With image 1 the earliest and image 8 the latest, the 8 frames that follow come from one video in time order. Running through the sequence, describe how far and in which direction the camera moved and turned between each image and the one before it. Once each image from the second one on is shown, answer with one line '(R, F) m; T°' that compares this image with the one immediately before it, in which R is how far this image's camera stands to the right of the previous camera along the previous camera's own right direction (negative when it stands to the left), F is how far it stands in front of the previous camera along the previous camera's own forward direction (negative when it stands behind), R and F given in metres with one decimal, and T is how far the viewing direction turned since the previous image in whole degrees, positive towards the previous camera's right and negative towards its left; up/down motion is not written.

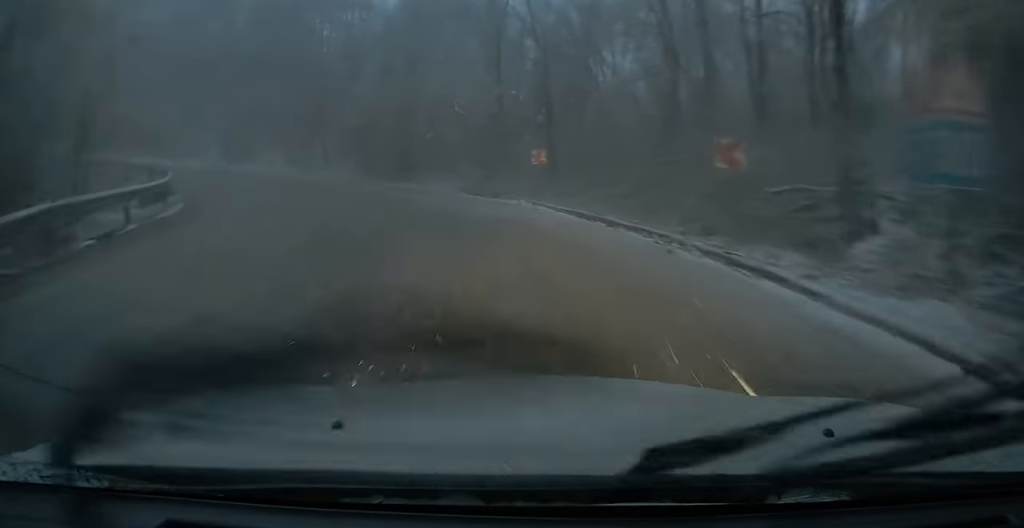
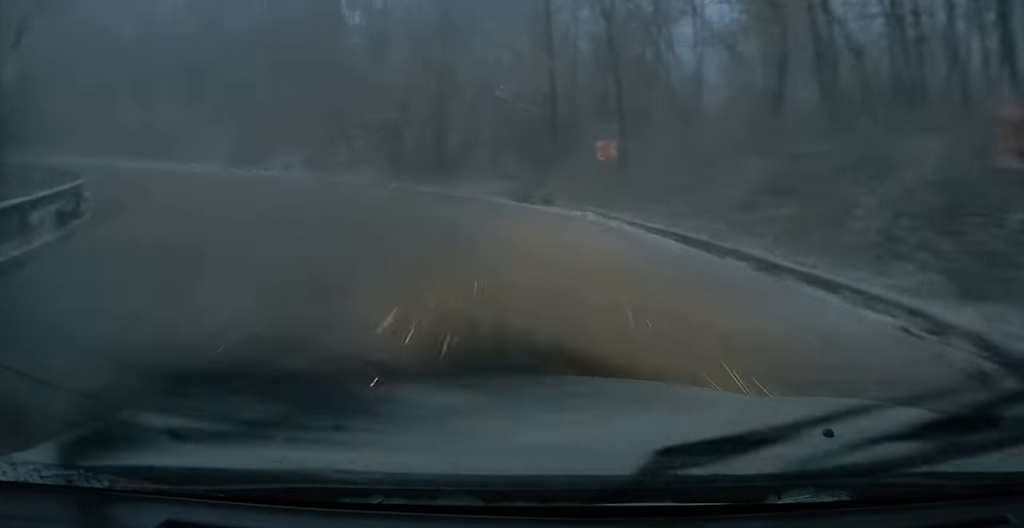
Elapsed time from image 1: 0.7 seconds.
(-0.3, +6.0) m; -8°
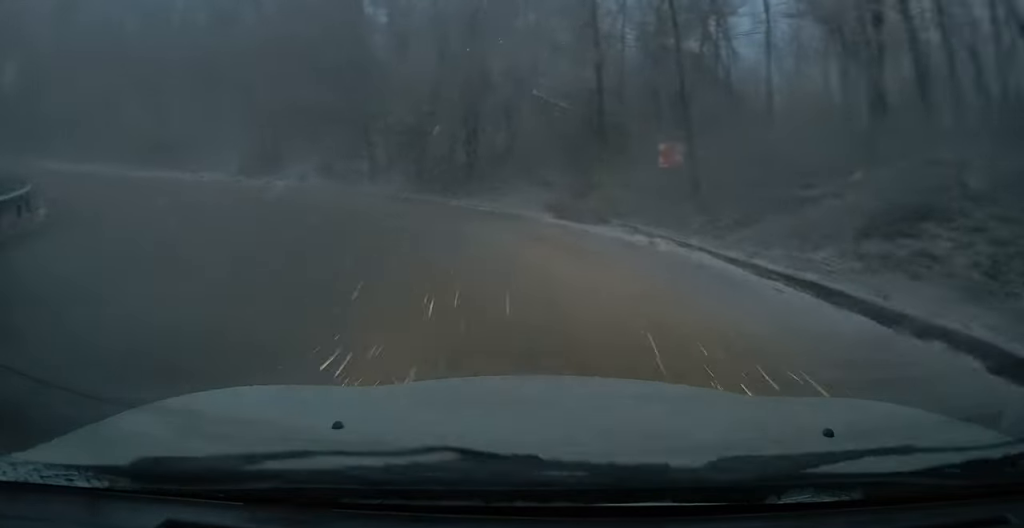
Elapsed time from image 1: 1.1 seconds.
(-0.4, +3.4) m; -6°
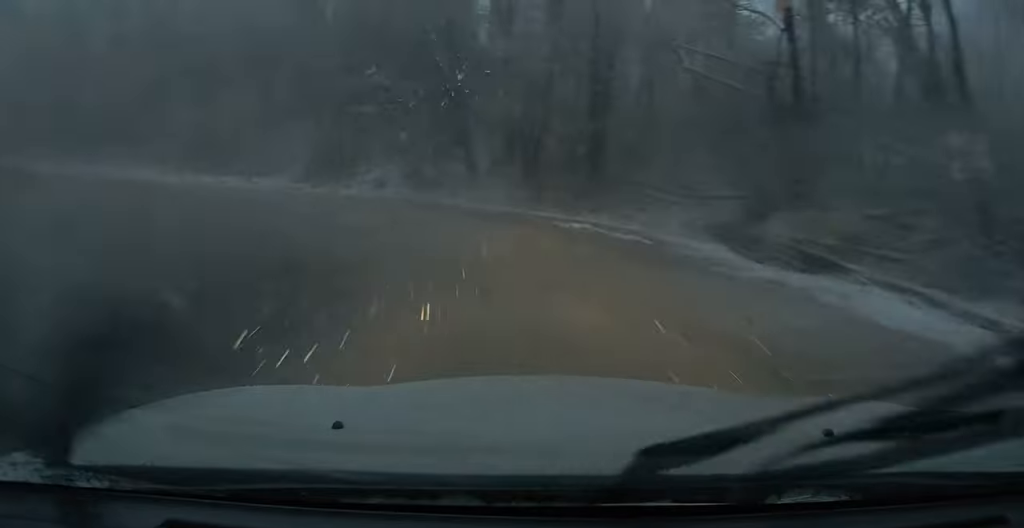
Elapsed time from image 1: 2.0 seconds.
(-0.8, +6.8) m; -11°
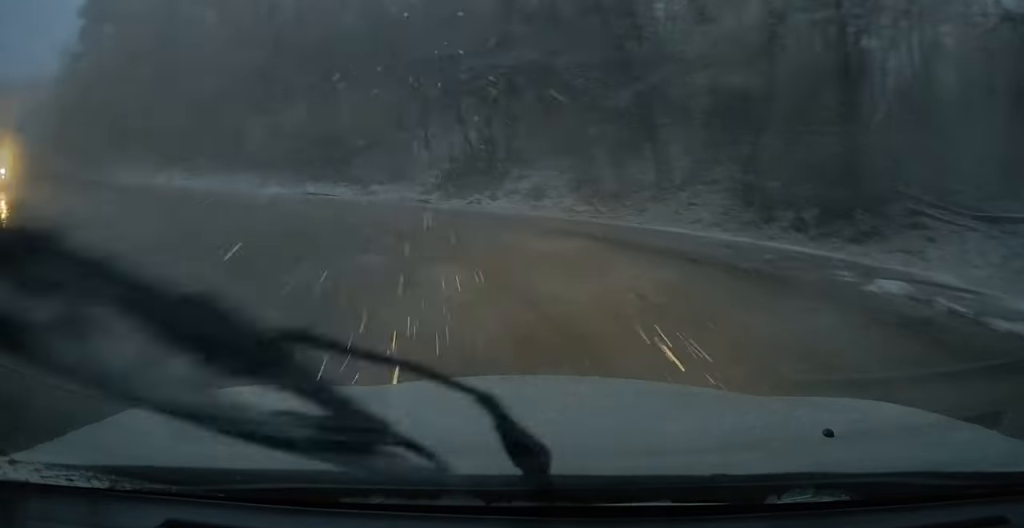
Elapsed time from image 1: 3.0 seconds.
(-0.6, +7.3) m; -7°
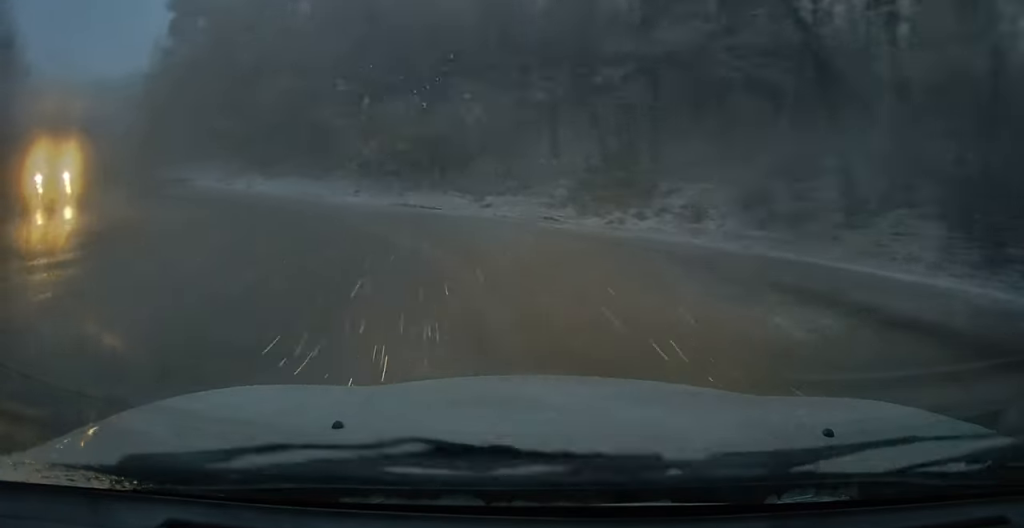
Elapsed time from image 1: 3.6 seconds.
(+0.5, +4.3) m; -7°
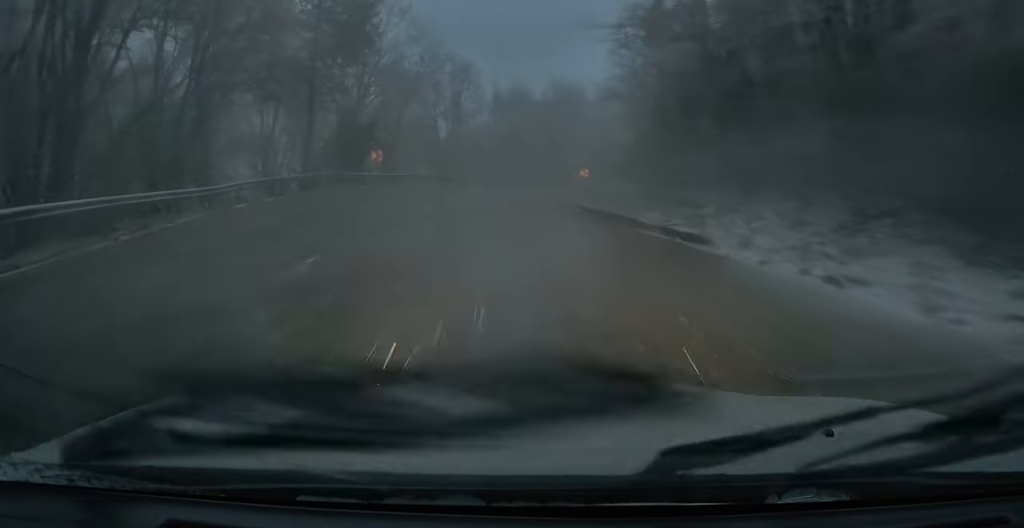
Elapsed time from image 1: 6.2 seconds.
(-10.3, +21.1) m; -42°
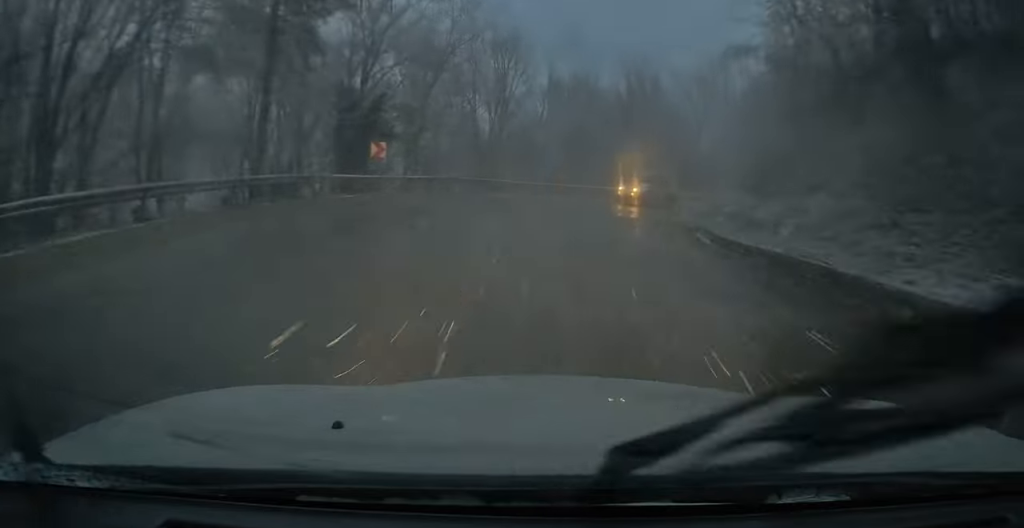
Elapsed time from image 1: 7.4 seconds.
(-1.1, +13.4) m; -2°
